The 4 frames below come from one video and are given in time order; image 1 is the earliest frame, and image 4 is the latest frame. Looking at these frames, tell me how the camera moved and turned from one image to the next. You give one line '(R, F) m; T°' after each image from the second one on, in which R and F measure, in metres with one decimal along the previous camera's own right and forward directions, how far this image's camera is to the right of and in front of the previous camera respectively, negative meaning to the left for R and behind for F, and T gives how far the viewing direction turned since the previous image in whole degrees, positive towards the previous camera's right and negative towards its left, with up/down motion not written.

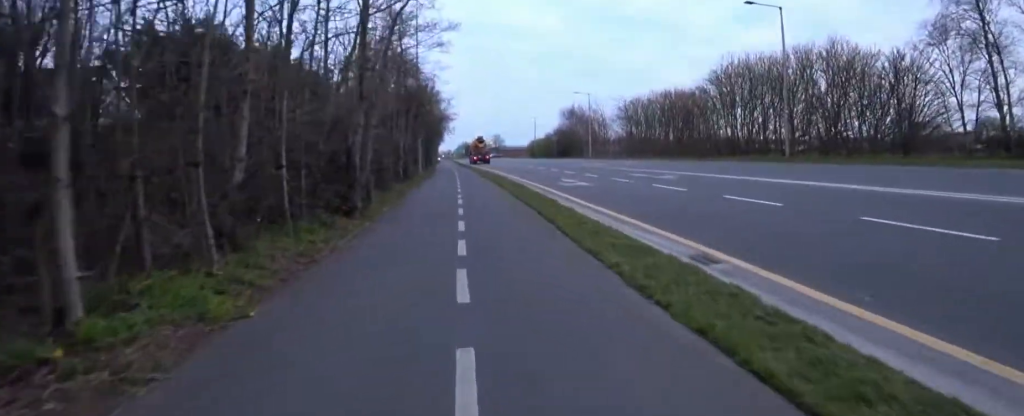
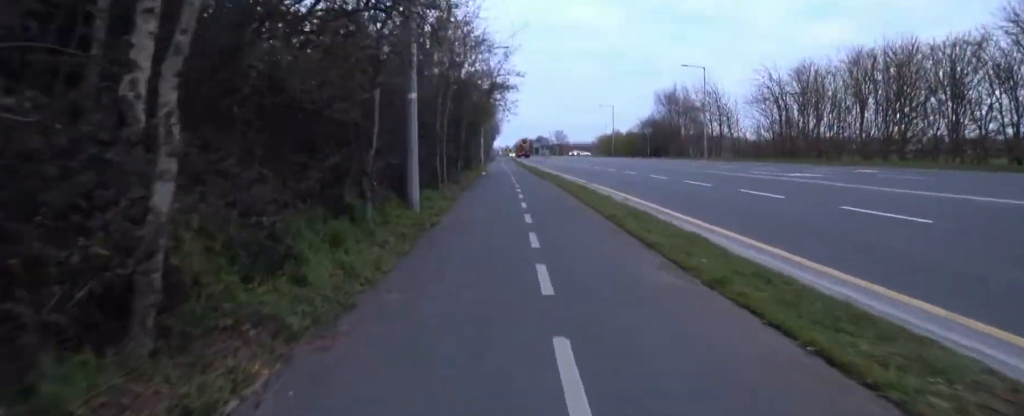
(+2.7, +17.5) m; +2°
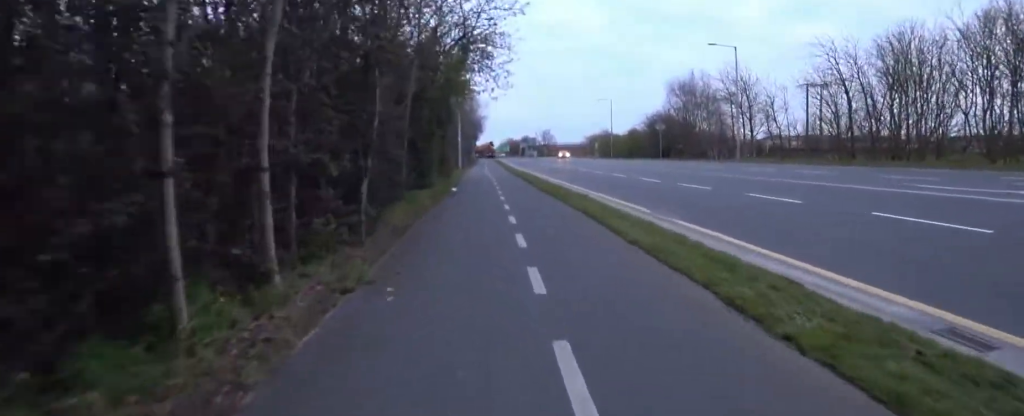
(-1.1, +9.2) m; +3°
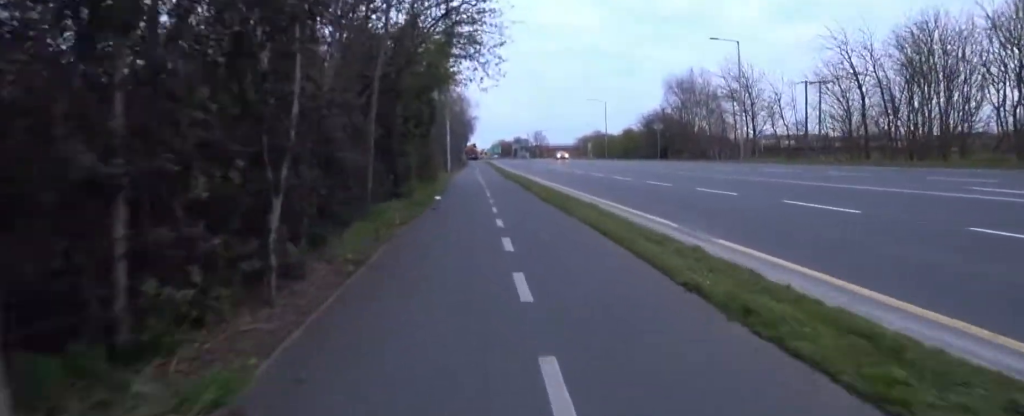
(+0.6, +1.9) m; +1°
